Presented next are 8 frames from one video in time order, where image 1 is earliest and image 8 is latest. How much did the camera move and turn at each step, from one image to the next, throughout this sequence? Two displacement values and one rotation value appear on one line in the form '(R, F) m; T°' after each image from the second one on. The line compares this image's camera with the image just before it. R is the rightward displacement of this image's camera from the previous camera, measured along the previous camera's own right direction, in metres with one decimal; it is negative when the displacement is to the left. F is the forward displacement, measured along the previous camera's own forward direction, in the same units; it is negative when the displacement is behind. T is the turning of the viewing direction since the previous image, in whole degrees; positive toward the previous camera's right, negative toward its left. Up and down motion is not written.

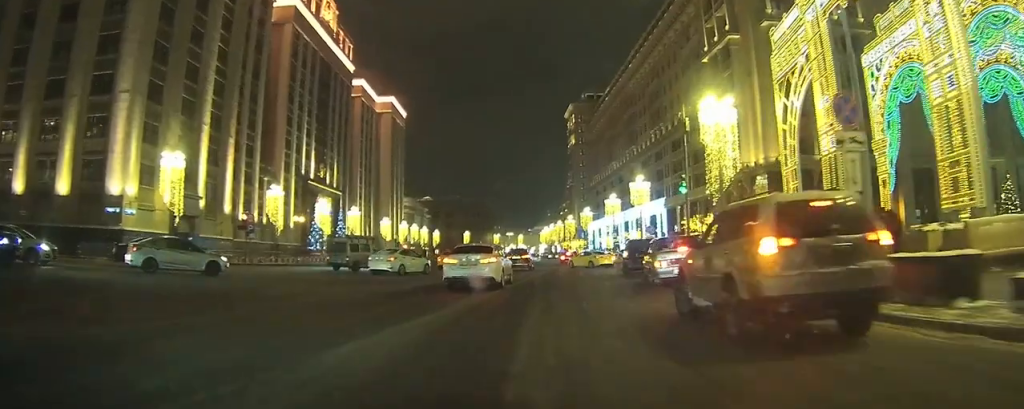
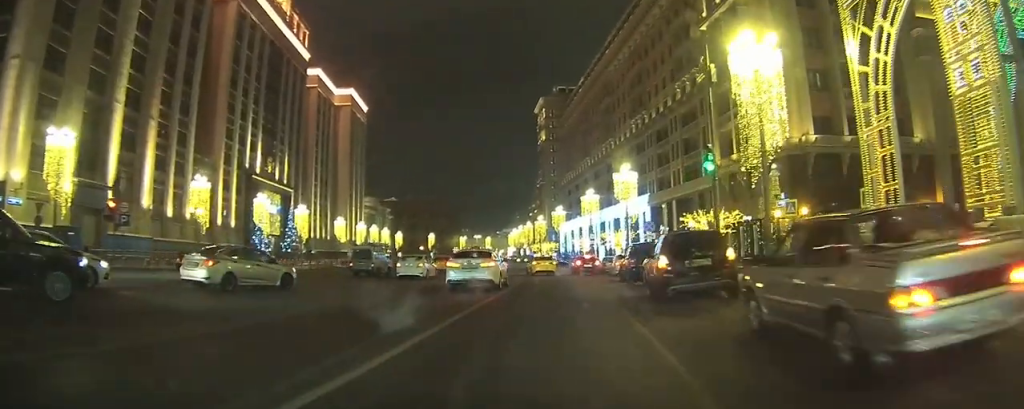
(0.0, +14.0) m; 0°
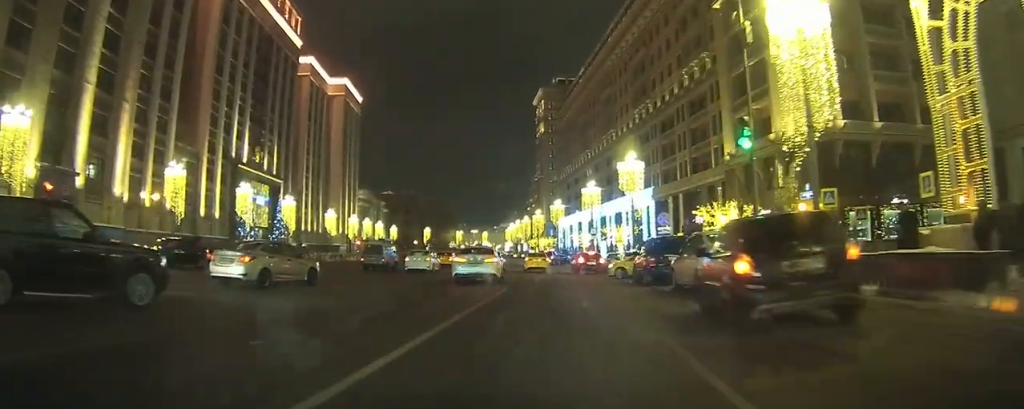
(-0.1, +5.0) m; +2°
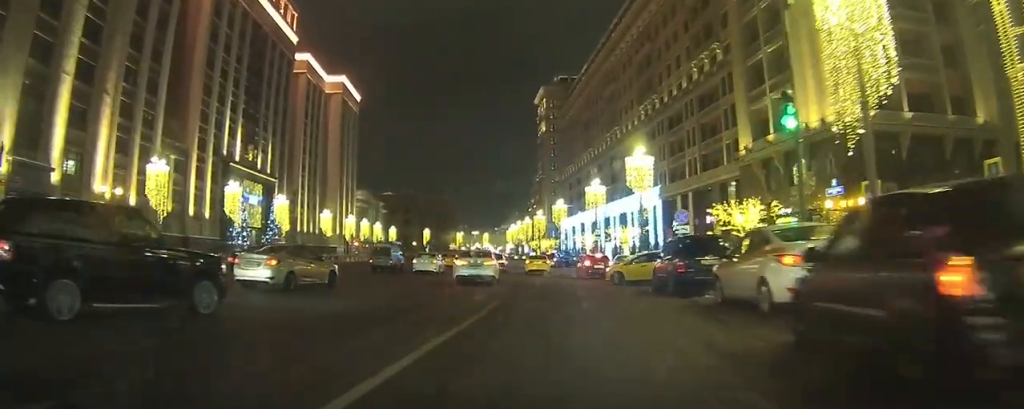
(+0.2, +3.5) m; +2°
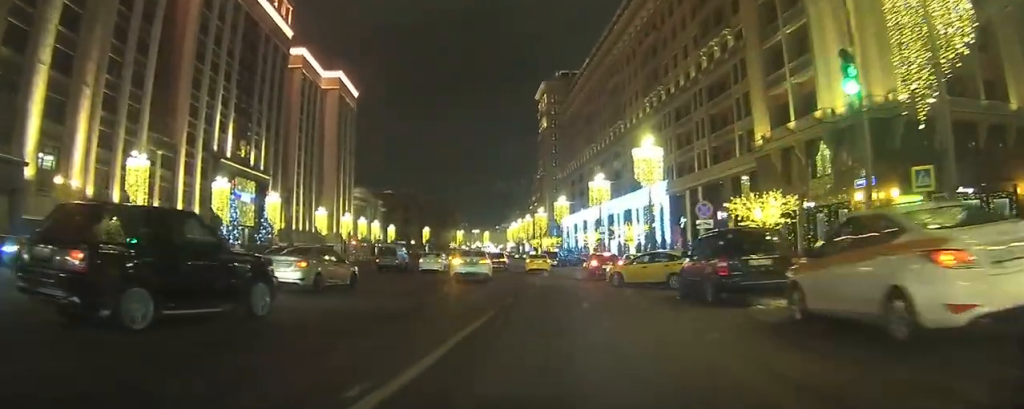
(+0.1, +3.5) m; +1°
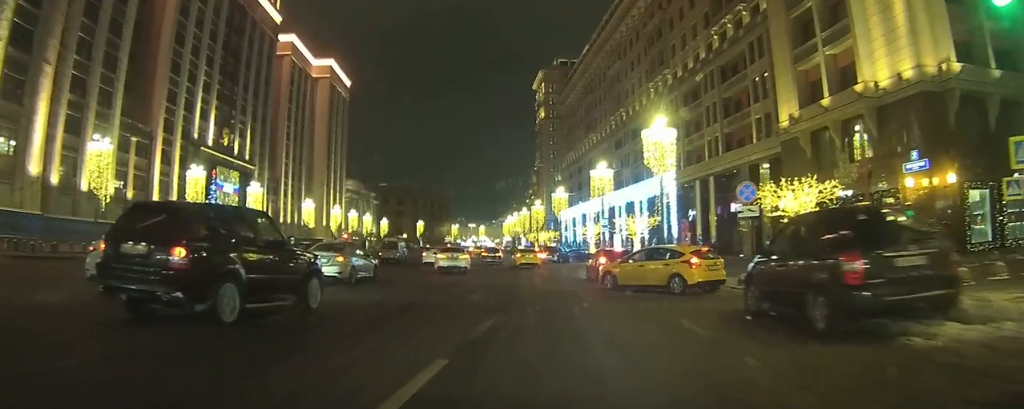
(-0.1, +5.2) m; -3°
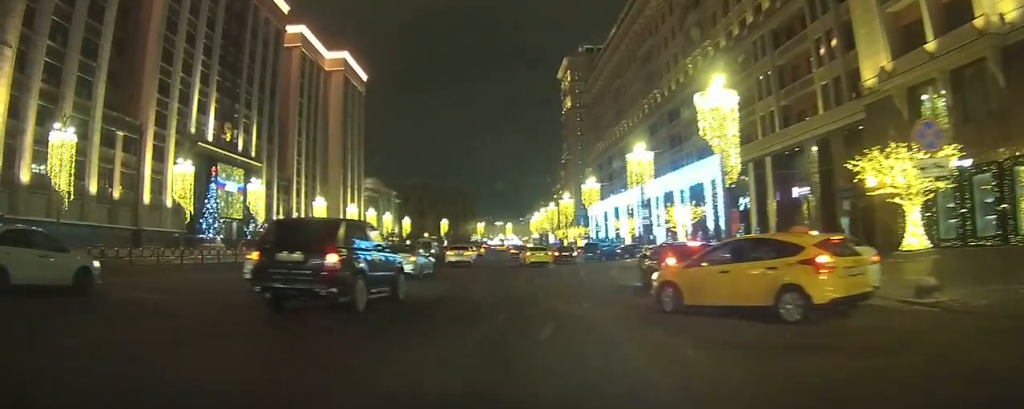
(-0.5, +8.1) m; -5°
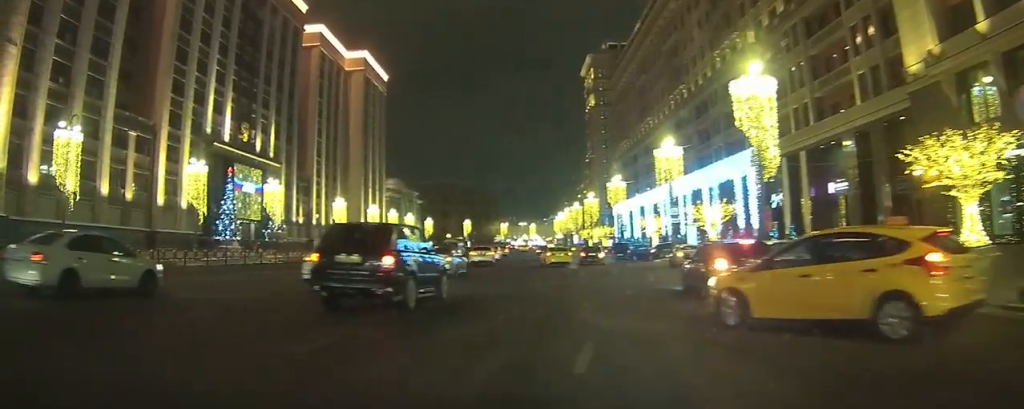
(0.0, +2.1) m; -1°
